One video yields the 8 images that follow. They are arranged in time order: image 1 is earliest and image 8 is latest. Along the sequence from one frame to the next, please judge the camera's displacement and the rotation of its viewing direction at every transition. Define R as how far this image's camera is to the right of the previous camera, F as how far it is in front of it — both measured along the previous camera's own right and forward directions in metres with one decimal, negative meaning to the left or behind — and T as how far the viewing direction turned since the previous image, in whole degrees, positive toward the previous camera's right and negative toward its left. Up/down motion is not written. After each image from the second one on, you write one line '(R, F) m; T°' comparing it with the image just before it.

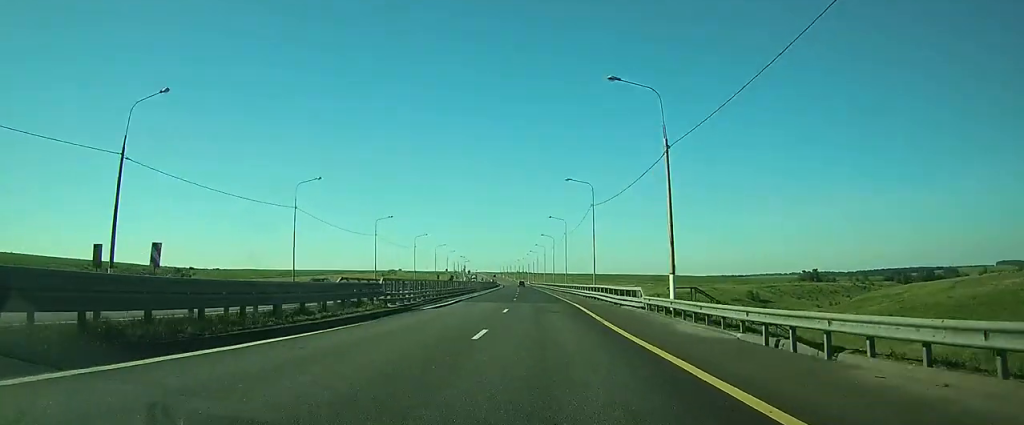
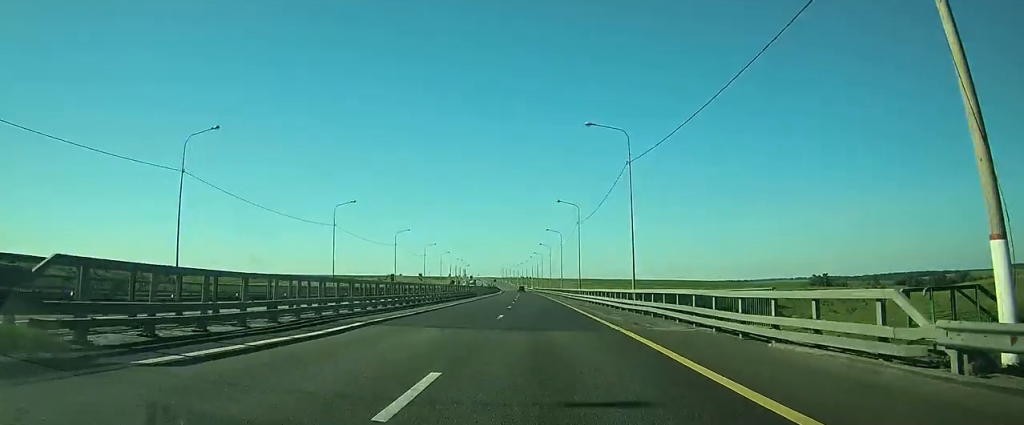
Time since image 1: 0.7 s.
(0.0, +20.7) m; 0°
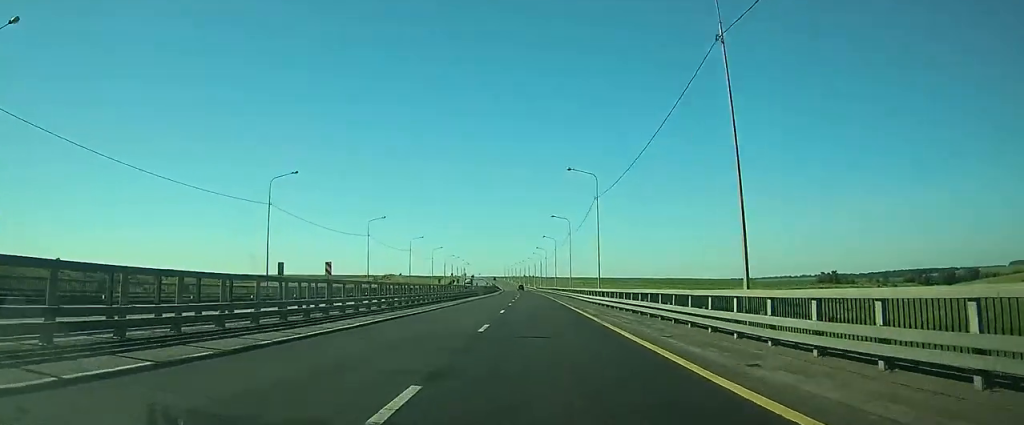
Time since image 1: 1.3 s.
(0.0, +18.7) m; 0°
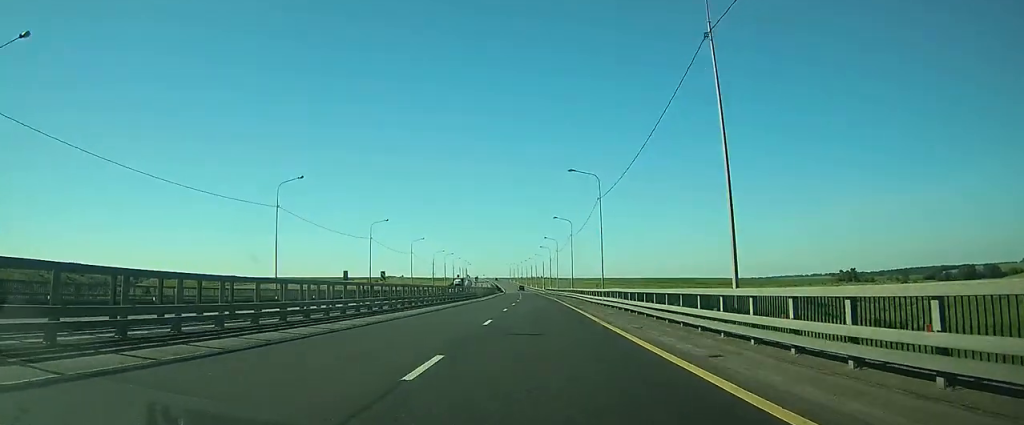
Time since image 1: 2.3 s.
(-0.2, +33.1) m; -1°
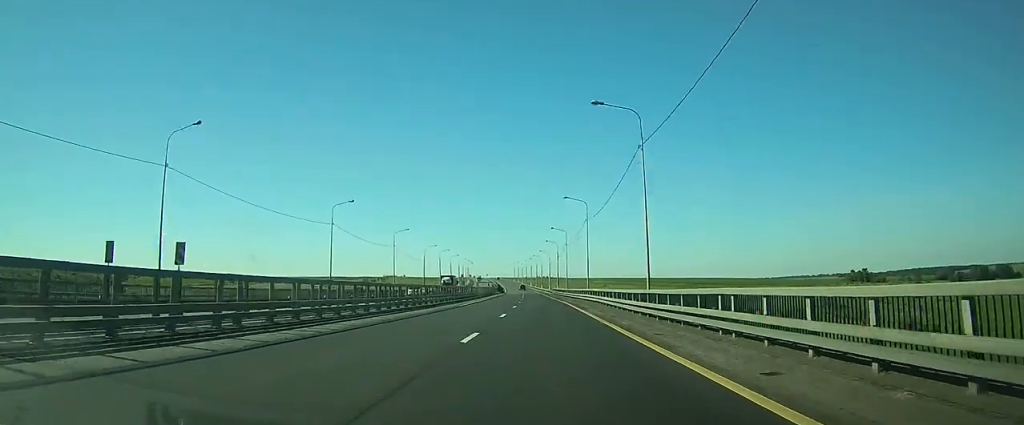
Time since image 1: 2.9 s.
(-0.1, +18.7) m; 0°
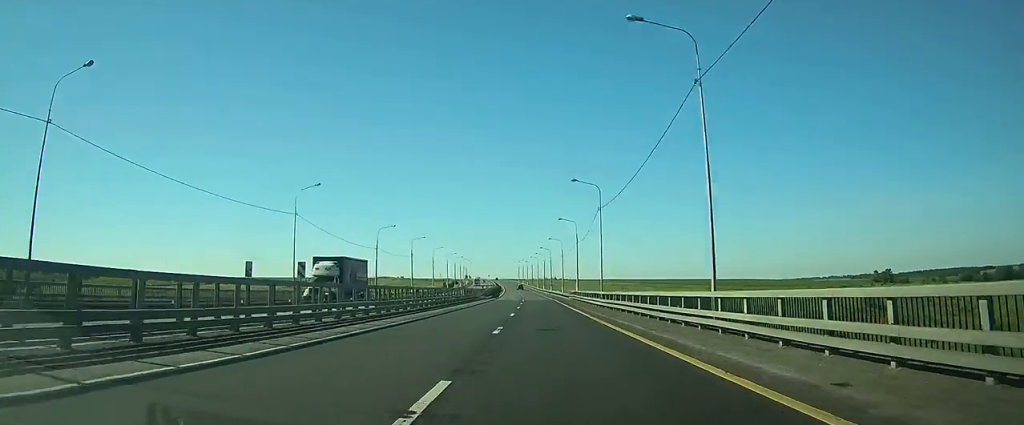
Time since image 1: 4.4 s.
(-0.2, +44.4) m; -1°
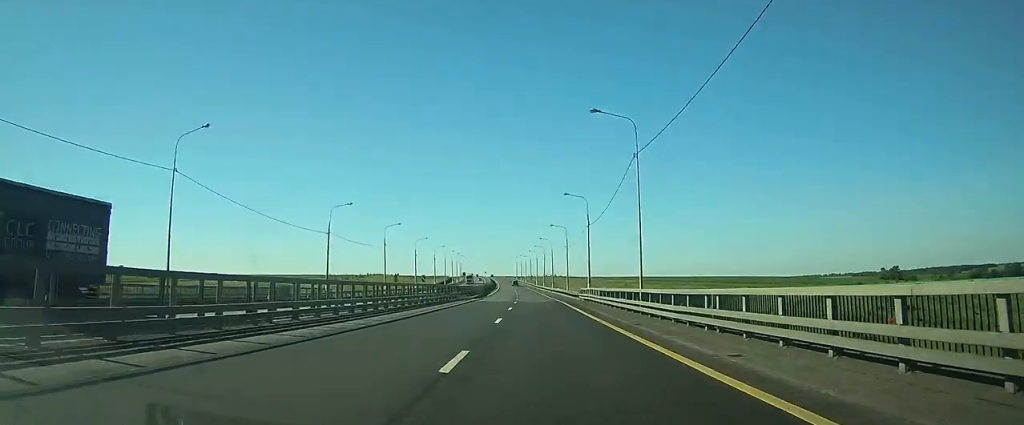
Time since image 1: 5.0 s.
(-0.1, +20.6) m; 0°
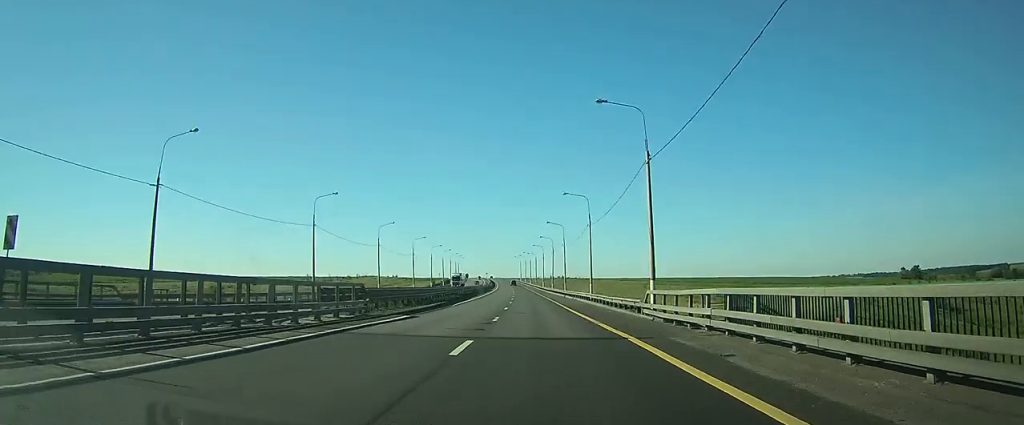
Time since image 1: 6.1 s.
(-0.3, +34.0) m; -1°
